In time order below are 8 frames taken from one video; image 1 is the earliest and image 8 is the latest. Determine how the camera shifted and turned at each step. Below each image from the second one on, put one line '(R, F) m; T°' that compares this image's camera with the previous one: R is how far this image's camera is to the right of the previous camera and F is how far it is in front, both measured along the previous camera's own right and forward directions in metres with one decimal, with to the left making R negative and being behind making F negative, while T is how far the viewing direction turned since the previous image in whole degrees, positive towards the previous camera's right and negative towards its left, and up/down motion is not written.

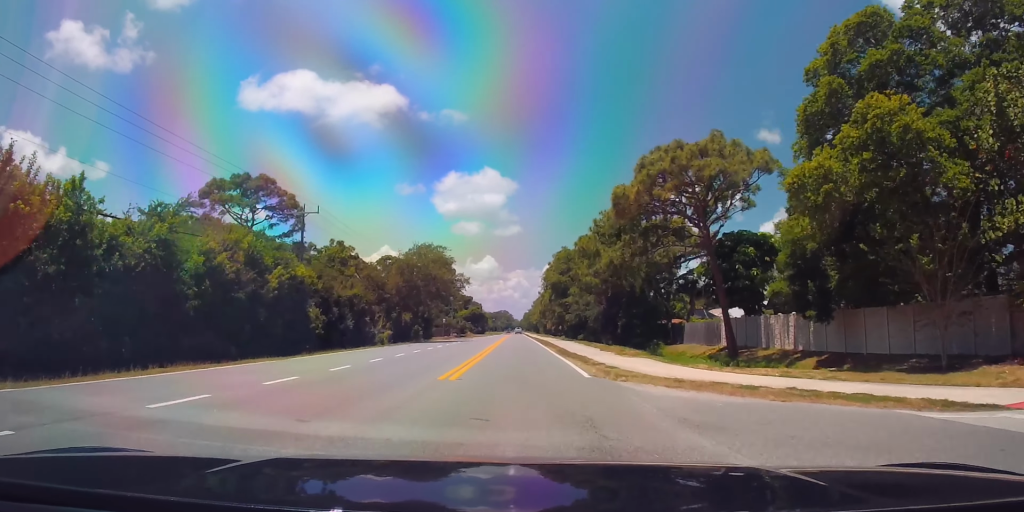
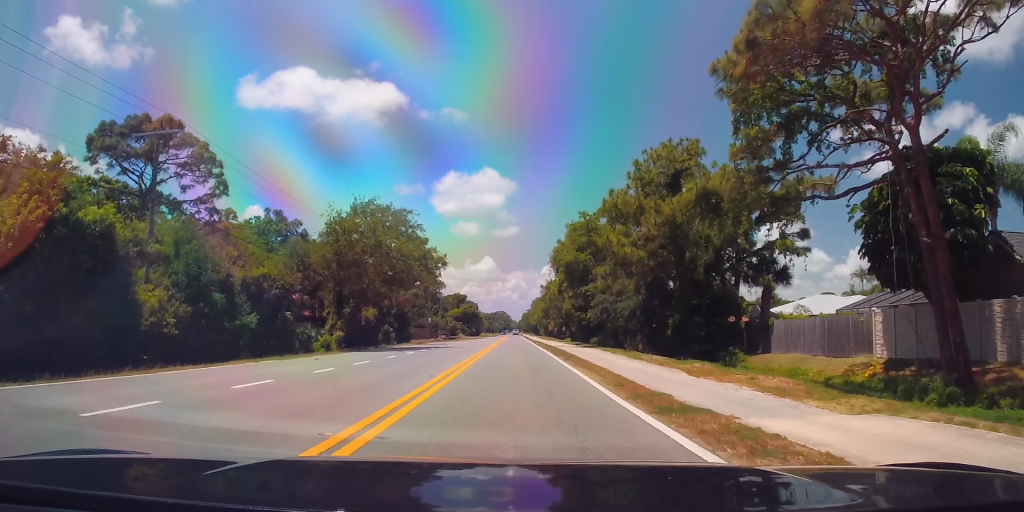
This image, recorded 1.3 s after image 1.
(-0.4, +20.6) m; 0°
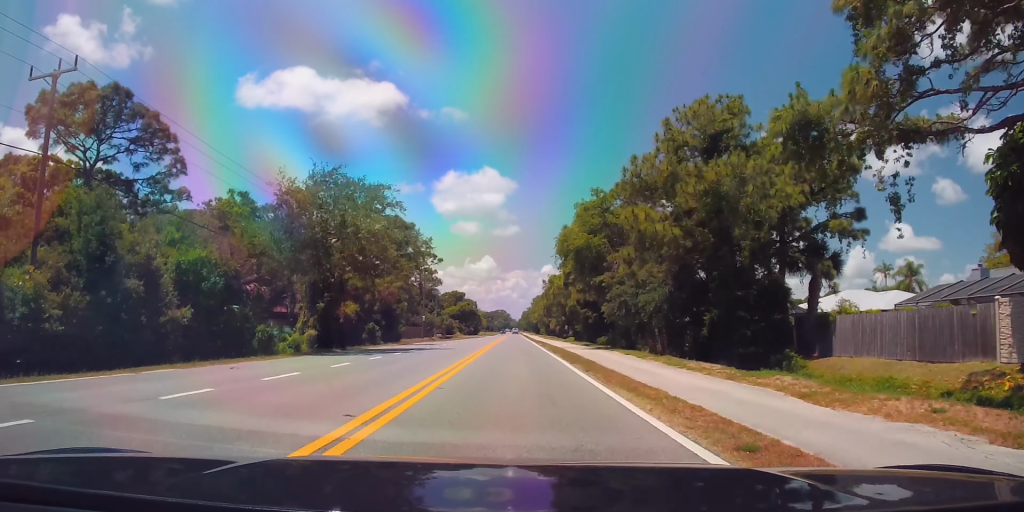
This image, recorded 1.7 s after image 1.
(+0.2, +7.6) m; +1°
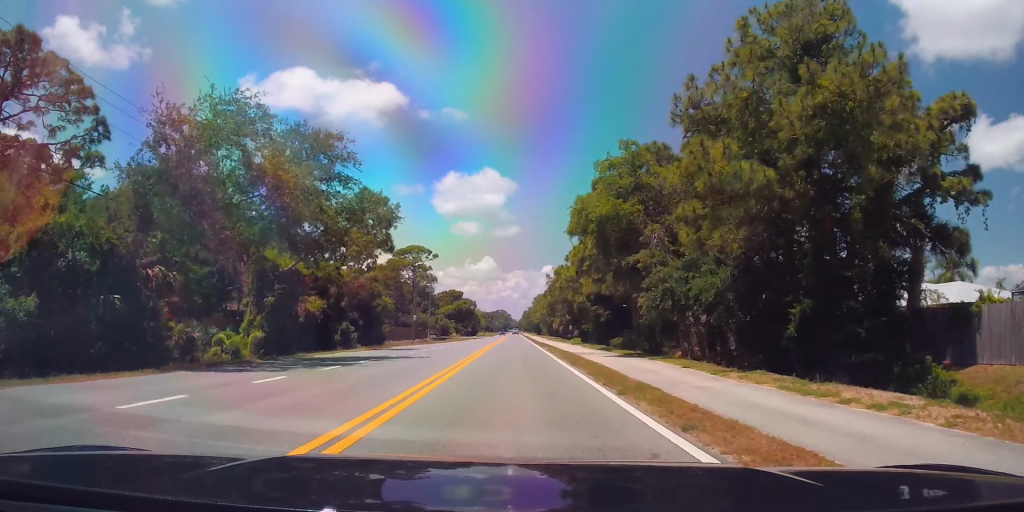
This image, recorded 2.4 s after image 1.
(+0.1, +10.4) m; 0°
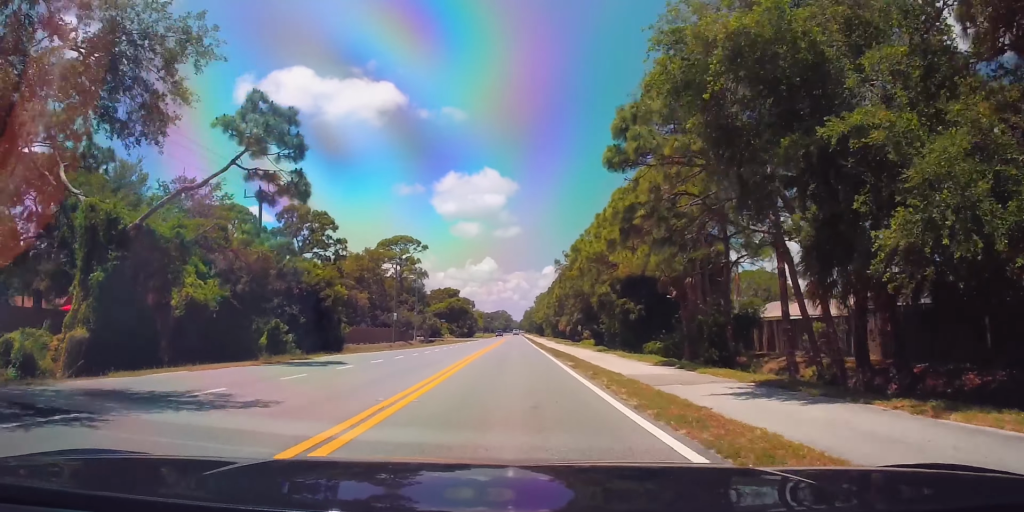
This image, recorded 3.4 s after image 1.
(-0.2, +17.3) m; -2°
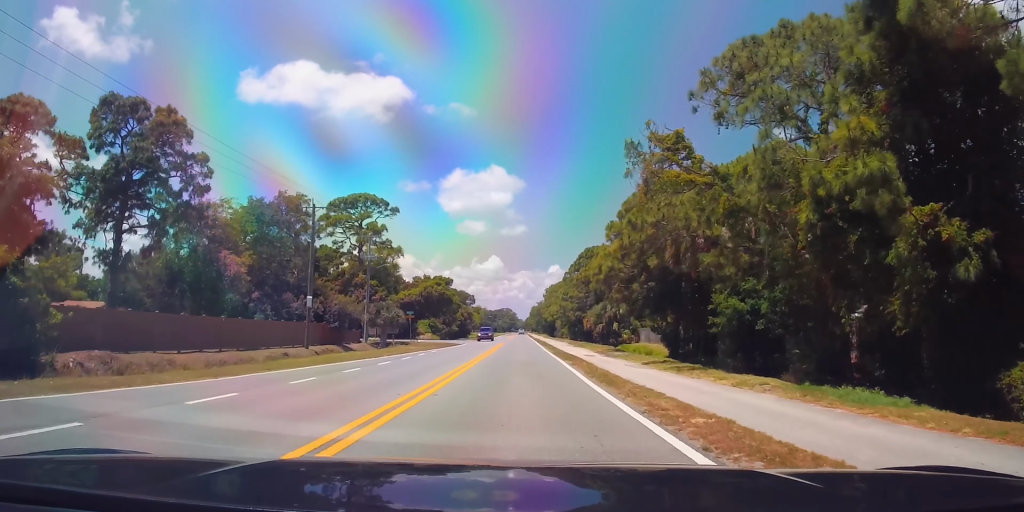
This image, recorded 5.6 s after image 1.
(-0.4, +37.9) m; 0°
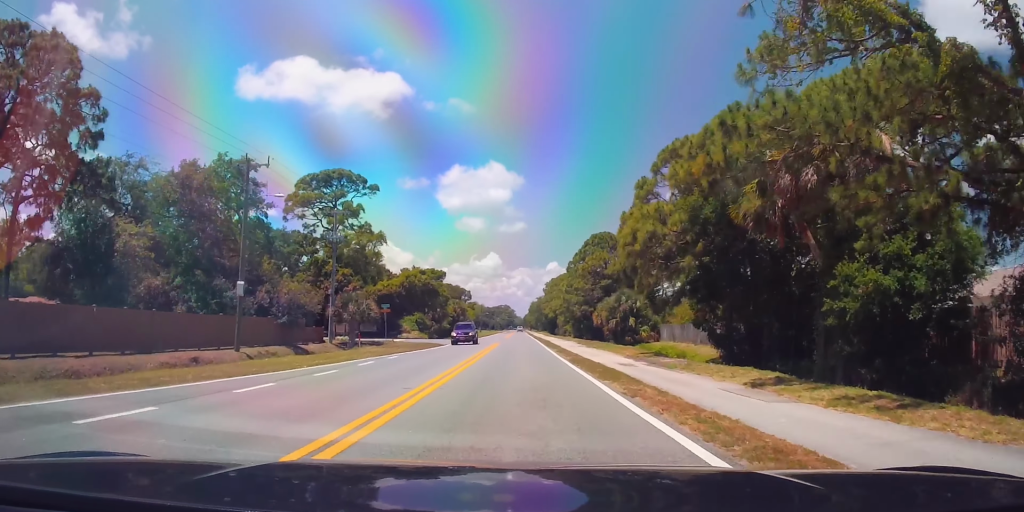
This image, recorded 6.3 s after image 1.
(+0.2, +12.4) m; 0°
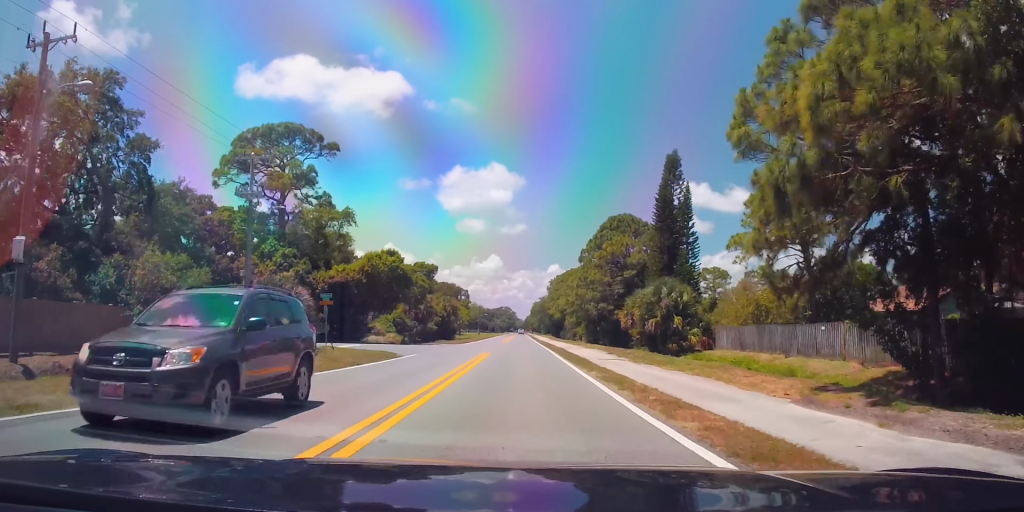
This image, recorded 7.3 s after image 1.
(-0.5, +18.6) m; -1°
